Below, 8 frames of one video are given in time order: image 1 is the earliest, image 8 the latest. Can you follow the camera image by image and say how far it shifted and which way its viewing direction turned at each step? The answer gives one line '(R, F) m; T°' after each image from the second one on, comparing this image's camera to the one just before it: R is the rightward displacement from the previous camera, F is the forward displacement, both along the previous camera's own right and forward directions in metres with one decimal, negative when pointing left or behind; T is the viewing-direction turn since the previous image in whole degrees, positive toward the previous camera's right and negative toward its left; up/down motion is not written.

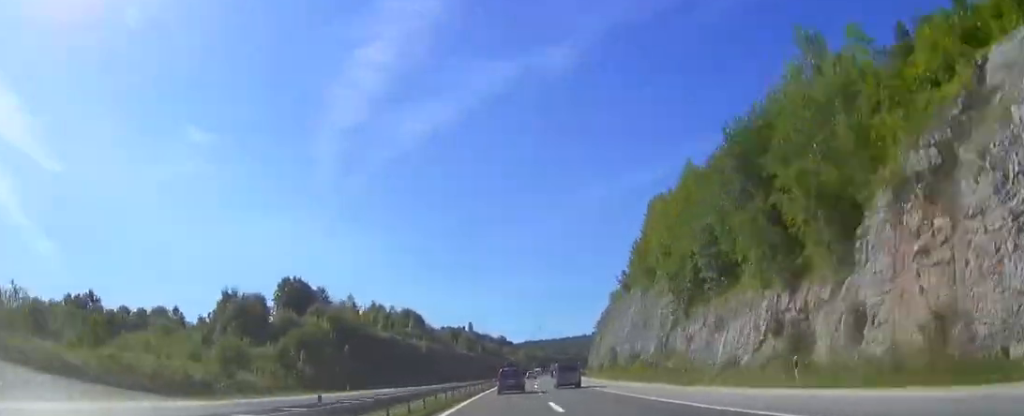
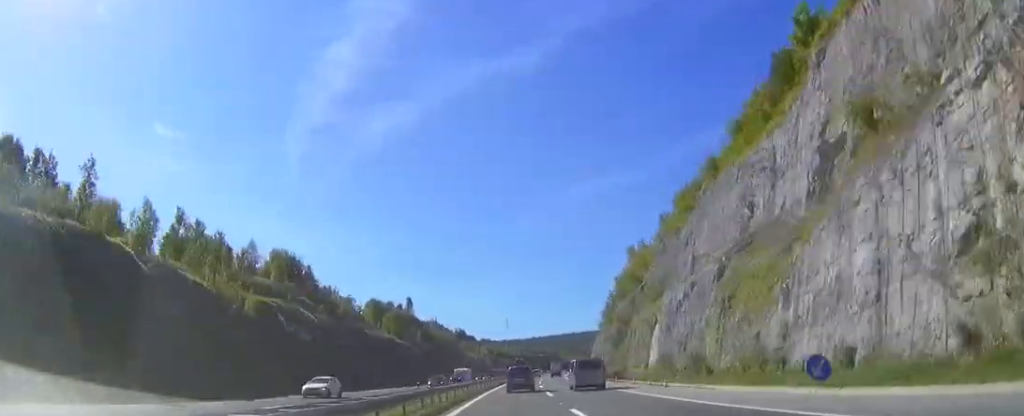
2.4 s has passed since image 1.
(+2.2, +63.9) m; +3°
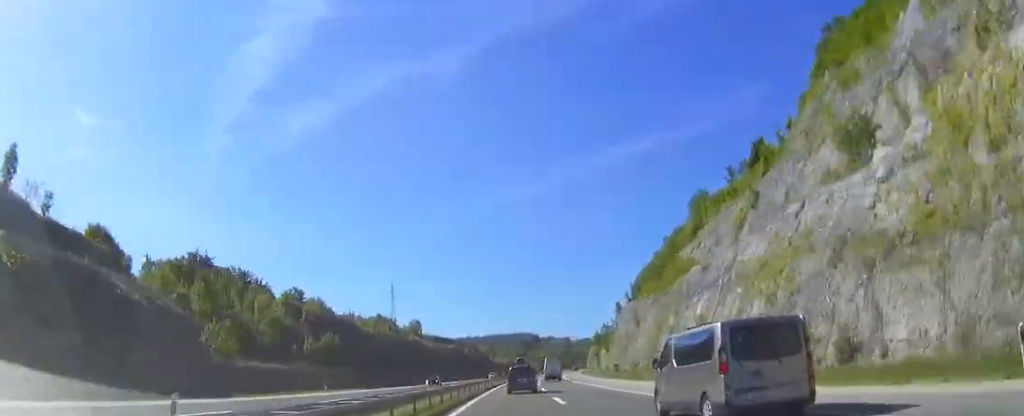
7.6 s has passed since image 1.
(+10.4, +196.0) m; +7°
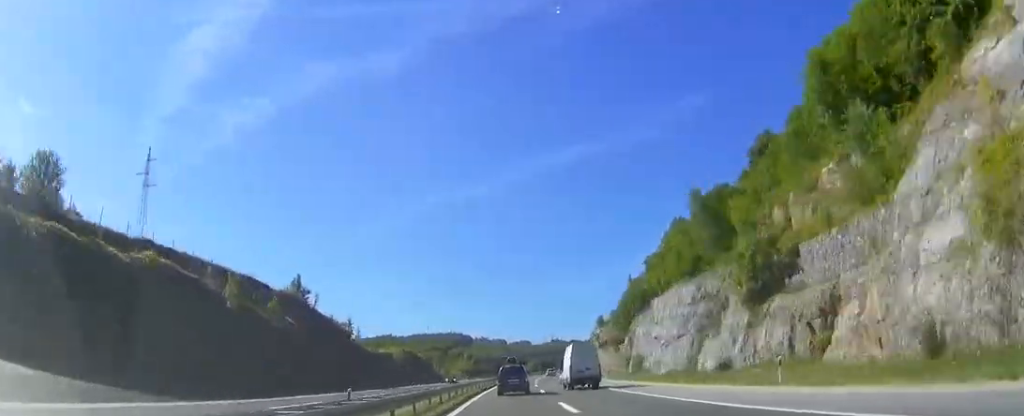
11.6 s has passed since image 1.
(+9.0, +136.7) m; +7°
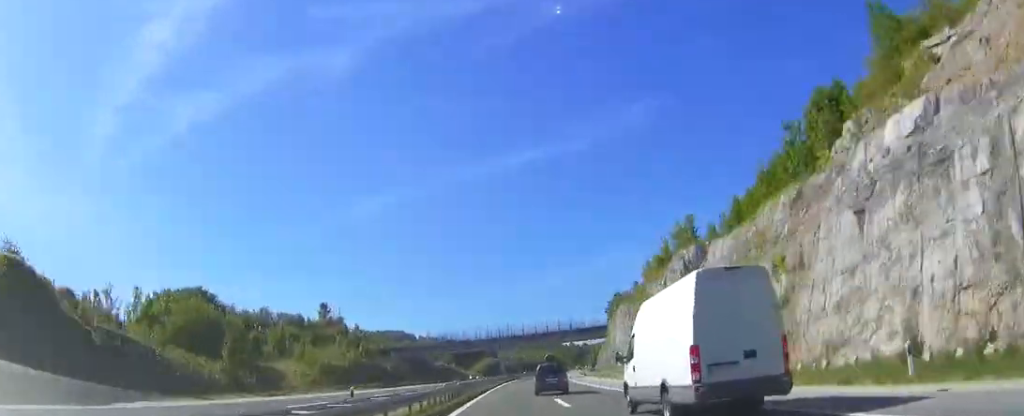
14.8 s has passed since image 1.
(+5.9, +105.0) m; +5°
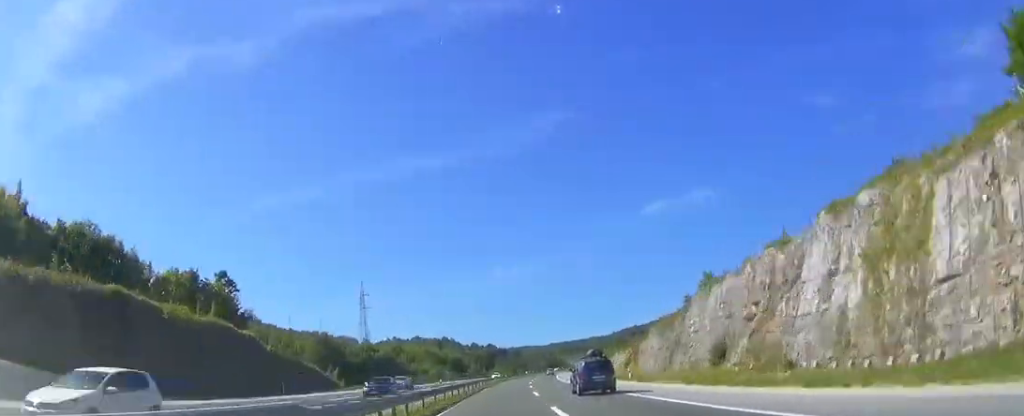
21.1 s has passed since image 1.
(+17.8, +203.5) m; +10°
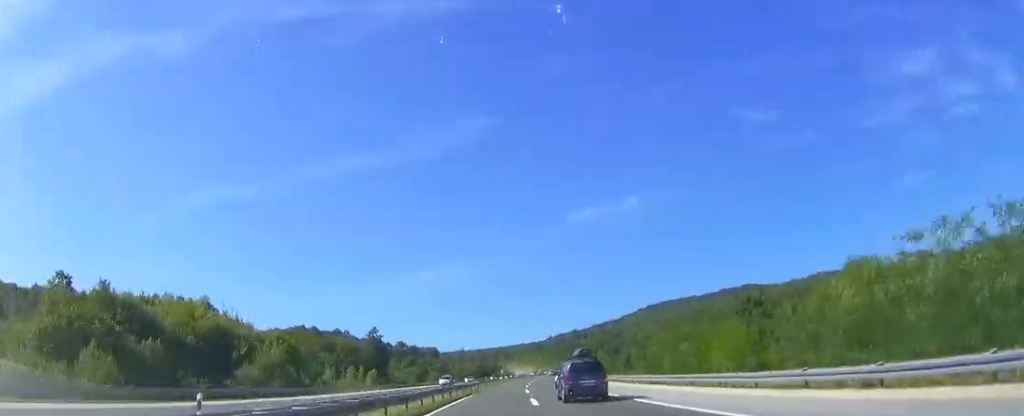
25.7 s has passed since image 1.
(+9.2, +151.7) m; +6°
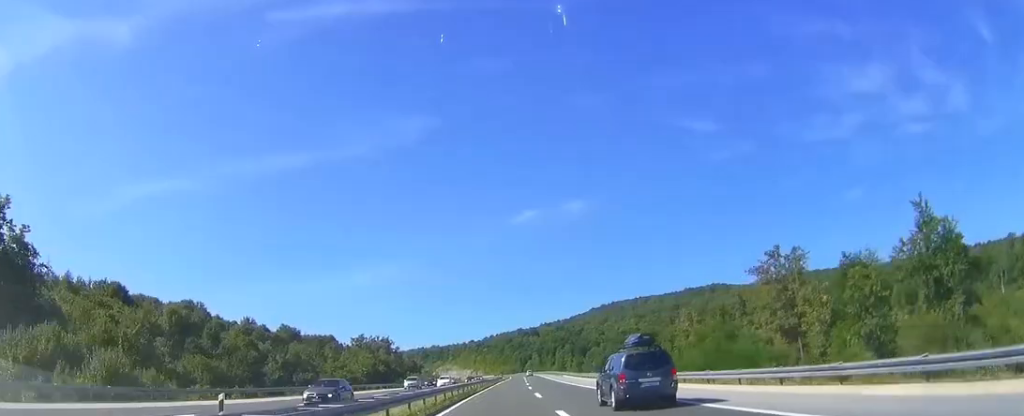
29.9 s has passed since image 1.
(+6.0, +129.7) m; +4°
